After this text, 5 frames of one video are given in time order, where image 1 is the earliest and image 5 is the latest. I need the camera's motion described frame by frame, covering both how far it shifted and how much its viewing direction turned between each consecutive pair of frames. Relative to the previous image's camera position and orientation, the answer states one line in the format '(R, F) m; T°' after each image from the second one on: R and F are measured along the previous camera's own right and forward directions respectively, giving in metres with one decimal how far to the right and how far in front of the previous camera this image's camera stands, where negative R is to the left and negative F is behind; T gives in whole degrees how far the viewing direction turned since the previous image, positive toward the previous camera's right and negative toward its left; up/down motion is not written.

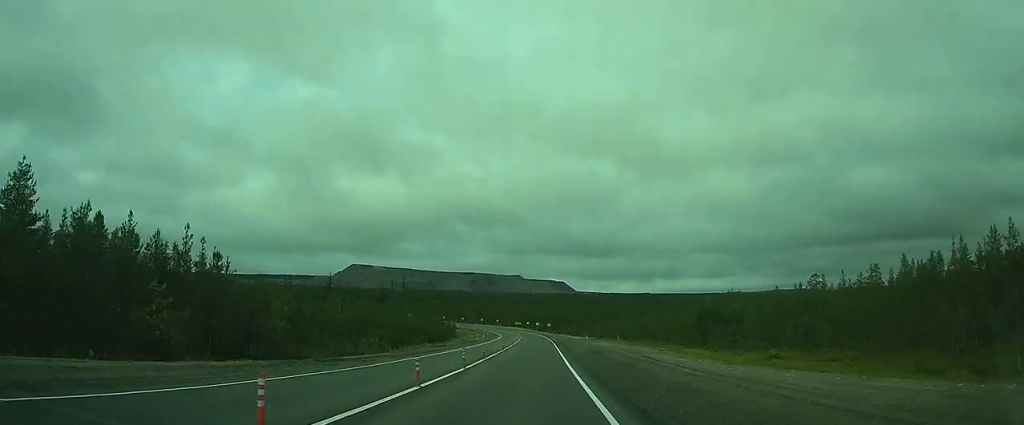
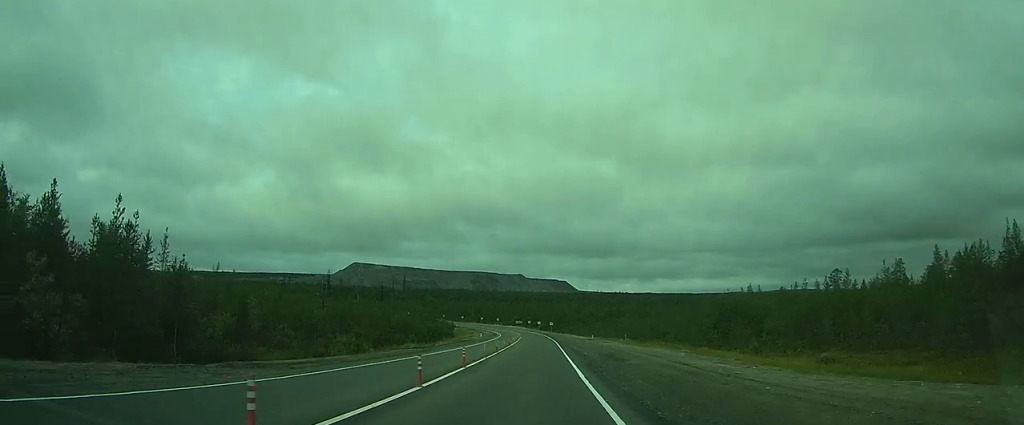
(0.0, +7.8) m; 0°
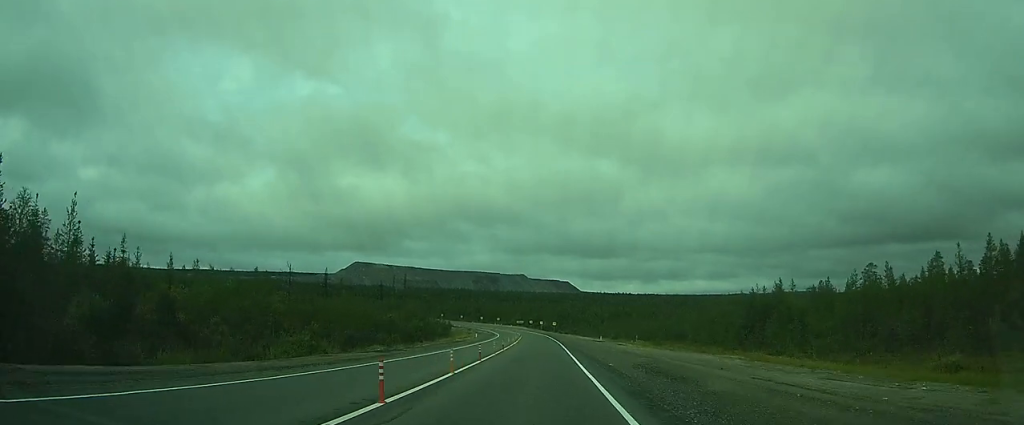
(+0.1, +10.8) m; 0°
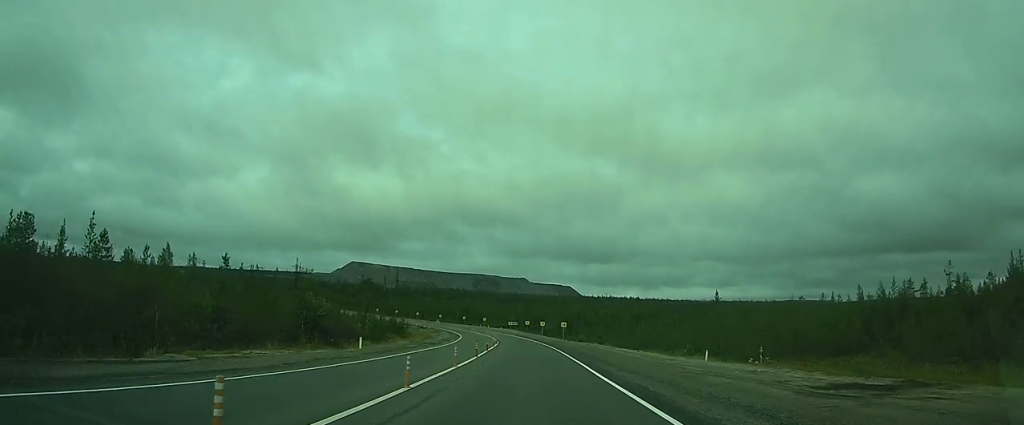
(-0.6, +57.9) m; 0°
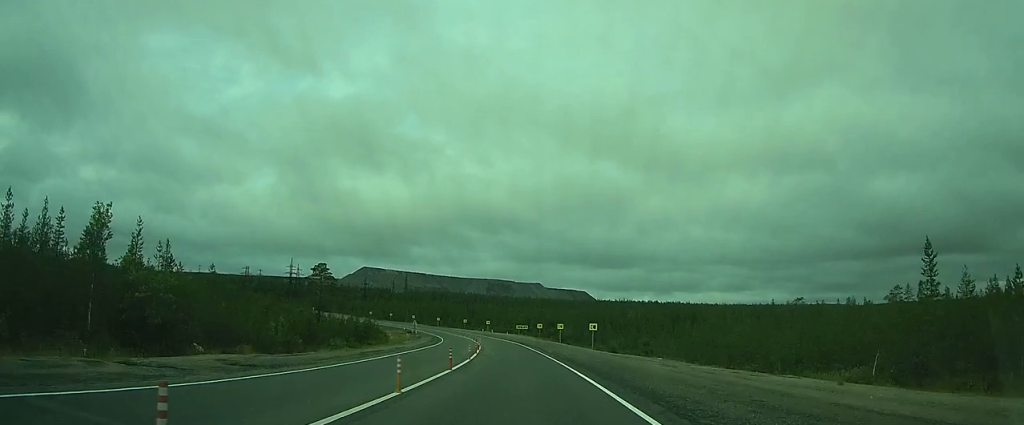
(-0.2, +31.3) m; -4°
